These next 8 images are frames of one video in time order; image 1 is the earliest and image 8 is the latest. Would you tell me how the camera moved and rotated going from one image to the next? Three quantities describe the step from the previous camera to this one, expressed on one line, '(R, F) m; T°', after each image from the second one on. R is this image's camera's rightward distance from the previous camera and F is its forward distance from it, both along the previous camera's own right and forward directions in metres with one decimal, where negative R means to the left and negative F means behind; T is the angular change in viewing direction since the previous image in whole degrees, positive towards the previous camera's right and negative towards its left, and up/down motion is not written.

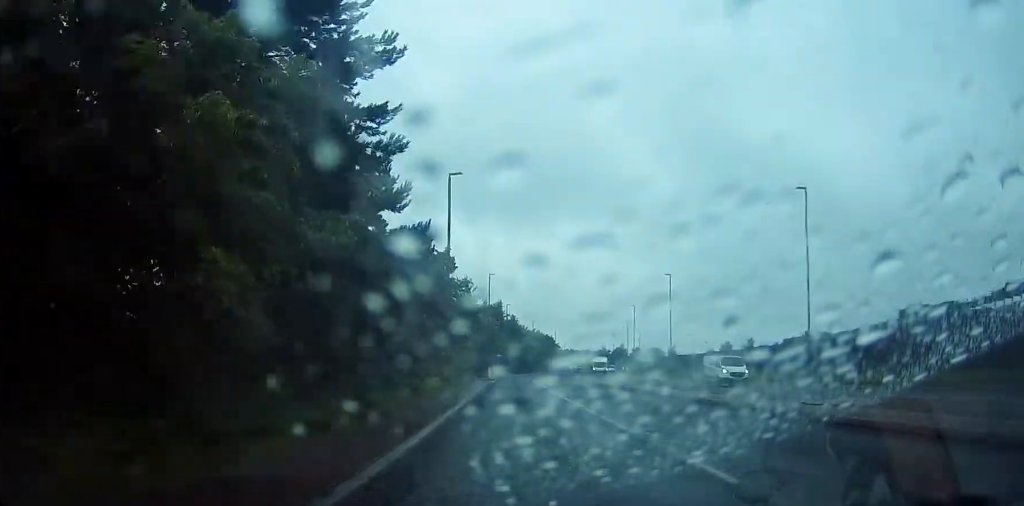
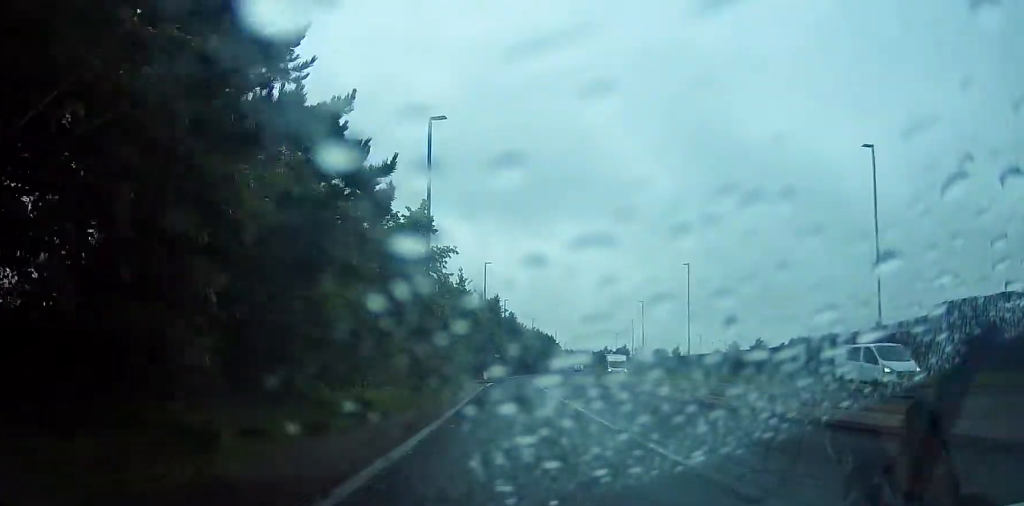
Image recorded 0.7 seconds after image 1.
(-0.1, +9.4) m; 0°
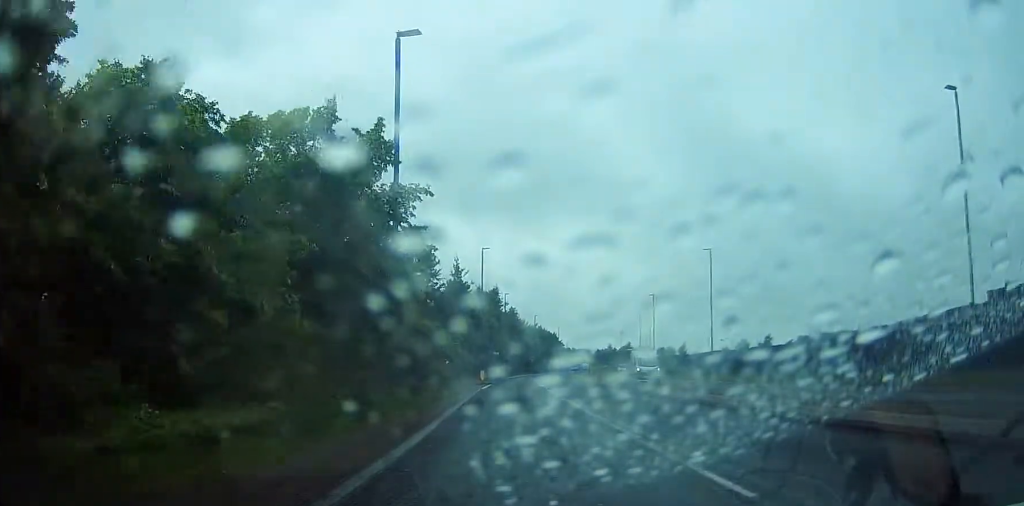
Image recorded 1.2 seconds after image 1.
(-0.3, +8.5) m; +1°
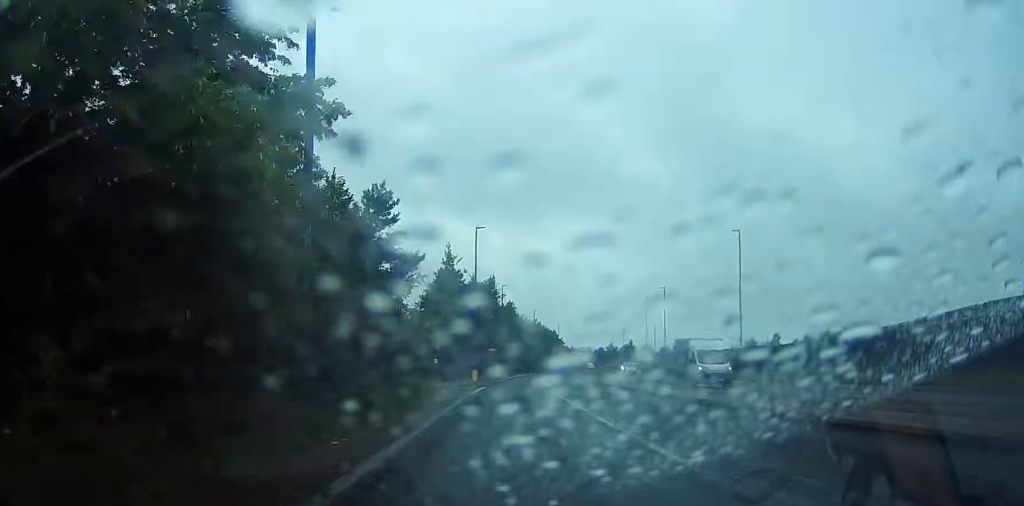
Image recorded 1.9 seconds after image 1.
(+0.4, +9.2) m; +1°
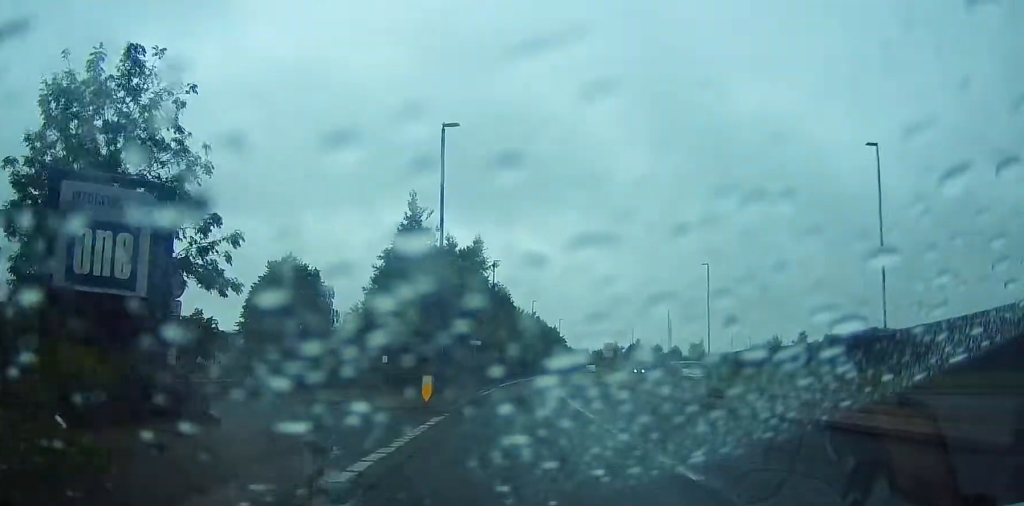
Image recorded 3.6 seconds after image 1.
(-0.2, +24.7) m; -1°
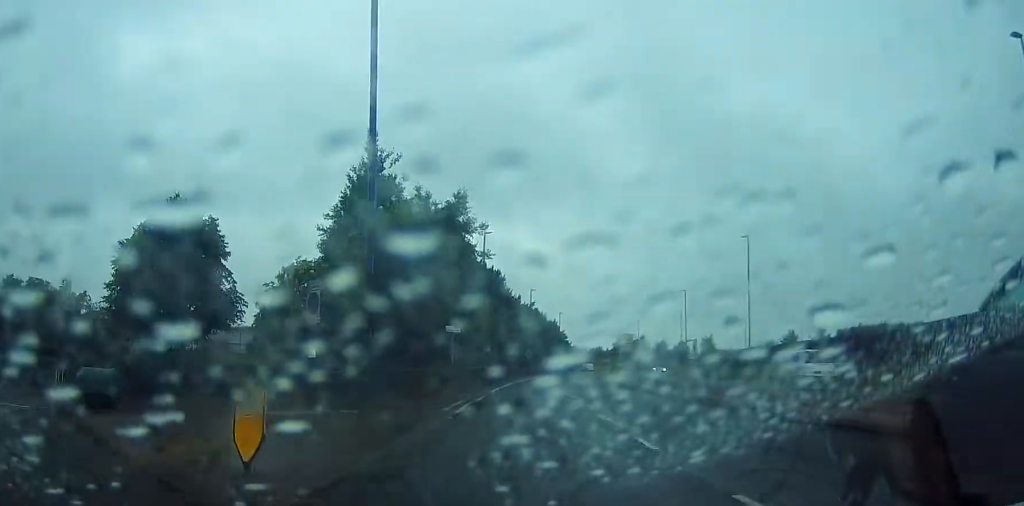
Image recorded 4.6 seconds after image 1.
(0.0, +14.5) m; +1°
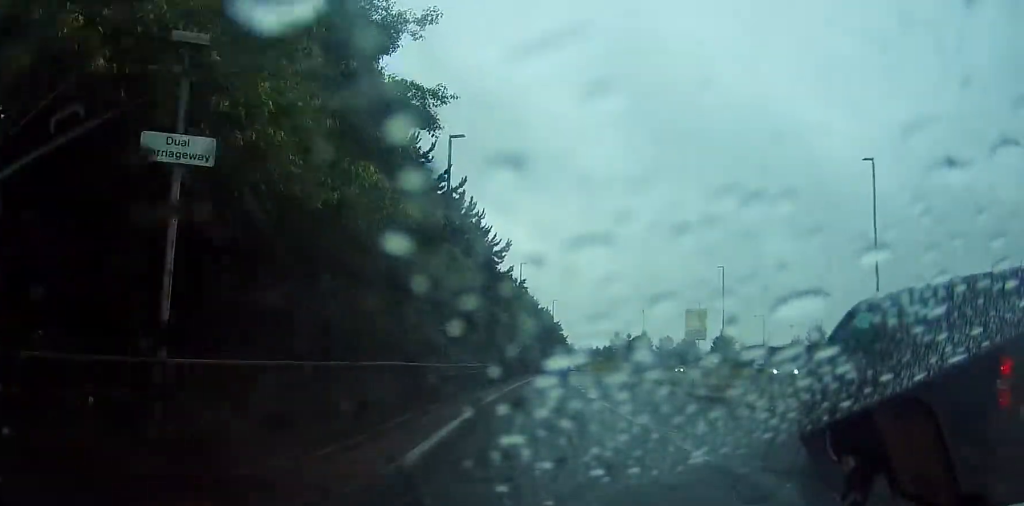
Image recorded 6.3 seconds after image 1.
(+0.4, +24.6) m; +3°
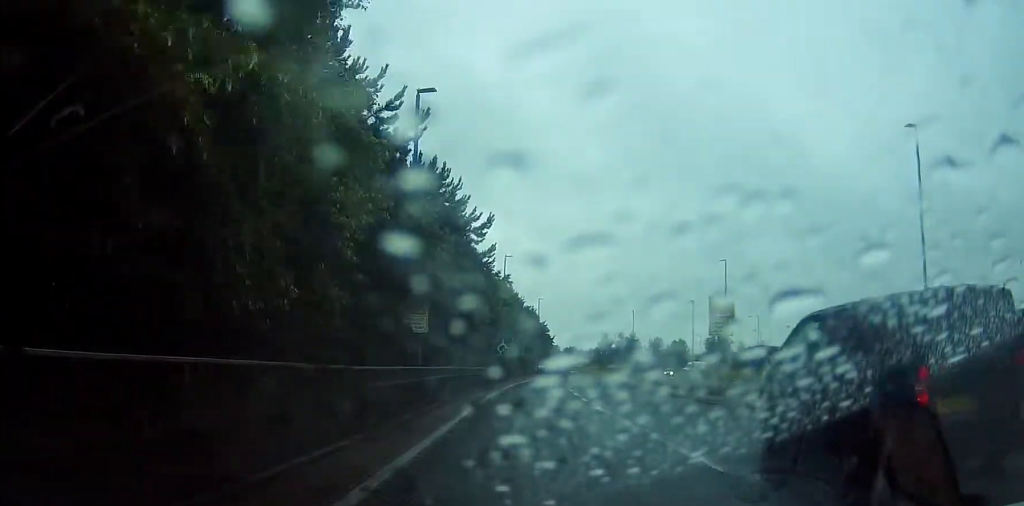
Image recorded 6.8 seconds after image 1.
(+0.2, +6.5) m; 0°
